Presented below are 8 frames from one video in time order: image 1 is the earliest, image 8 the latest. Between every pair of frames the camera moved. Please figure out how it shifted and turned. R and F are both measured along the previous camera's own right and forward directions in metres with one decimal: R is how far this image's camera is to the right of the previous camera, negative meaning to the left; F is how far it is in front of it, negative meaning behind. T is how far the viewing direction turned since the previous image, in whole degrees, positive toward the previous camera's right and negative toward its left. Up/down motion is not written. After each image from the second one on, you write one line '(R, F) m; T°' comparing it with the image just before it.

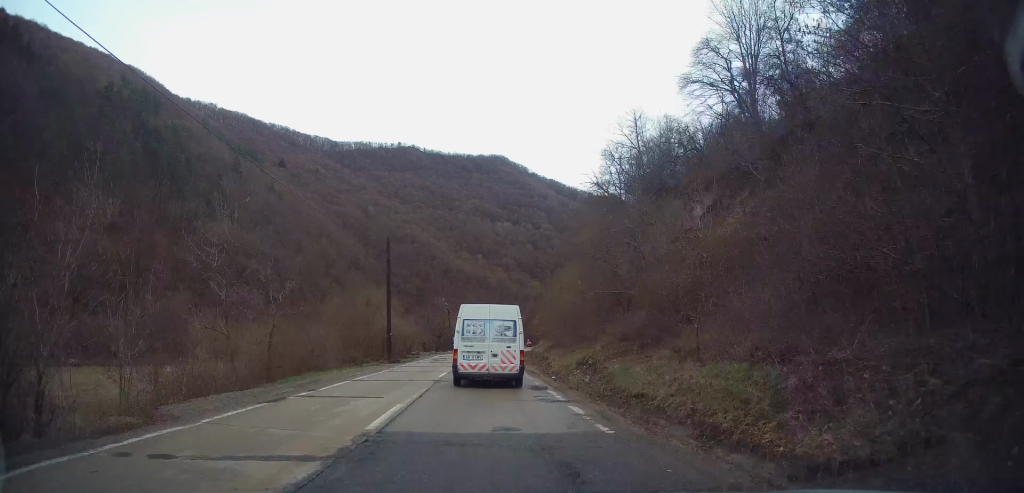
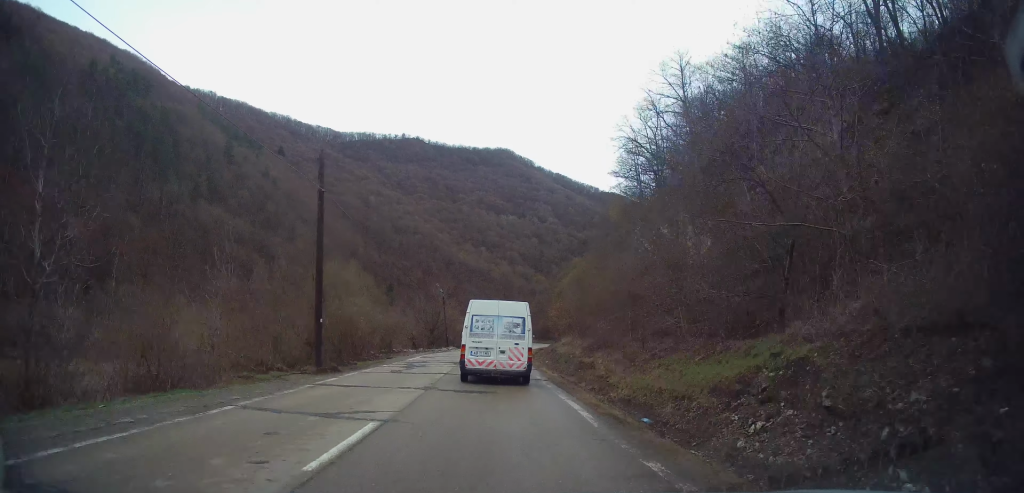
(+0.5, +13.9) m; +2°
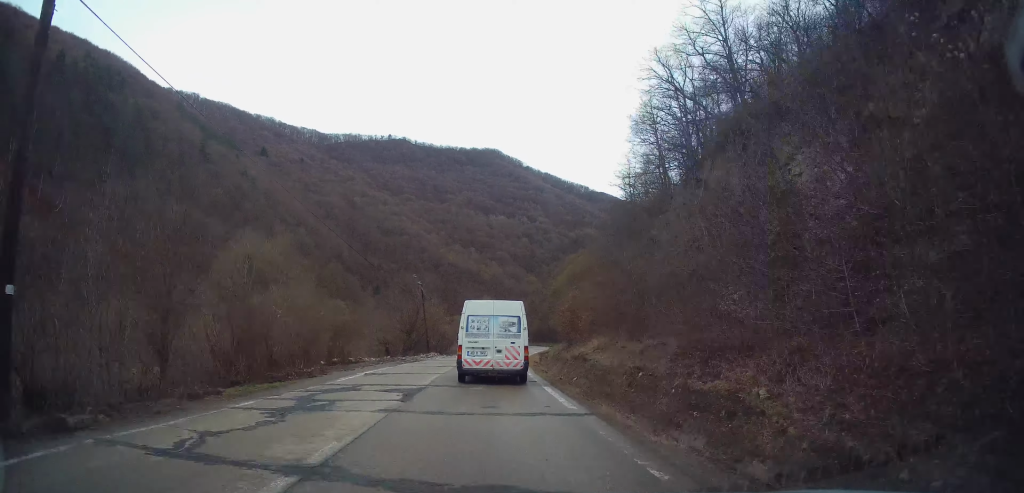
(-0.3, +12.8) m; -3°
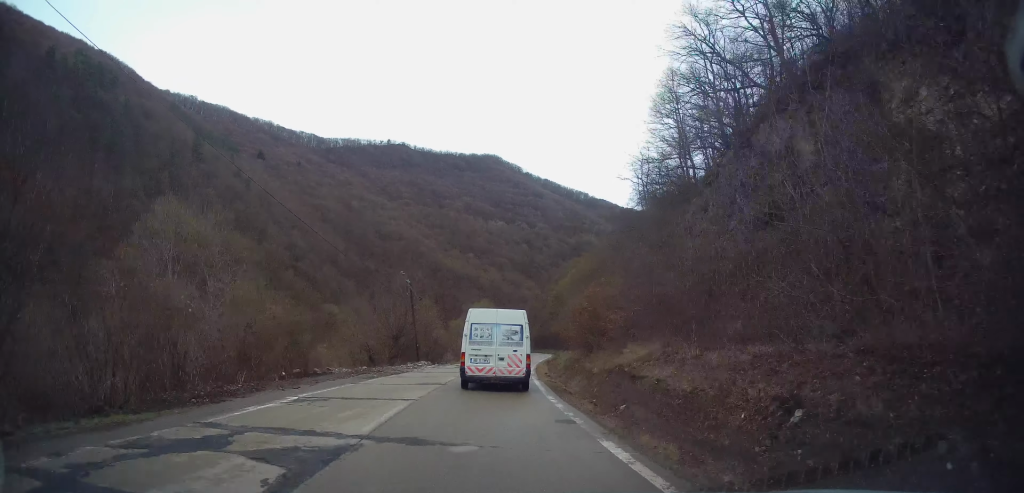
(-0.2, +7.1) m; +1°
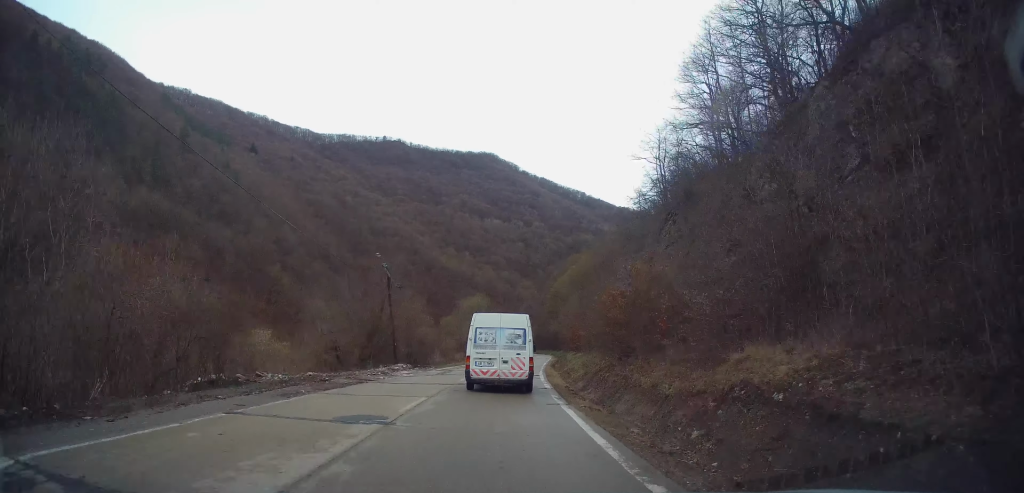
(+0.2, +9.0) m; +2°
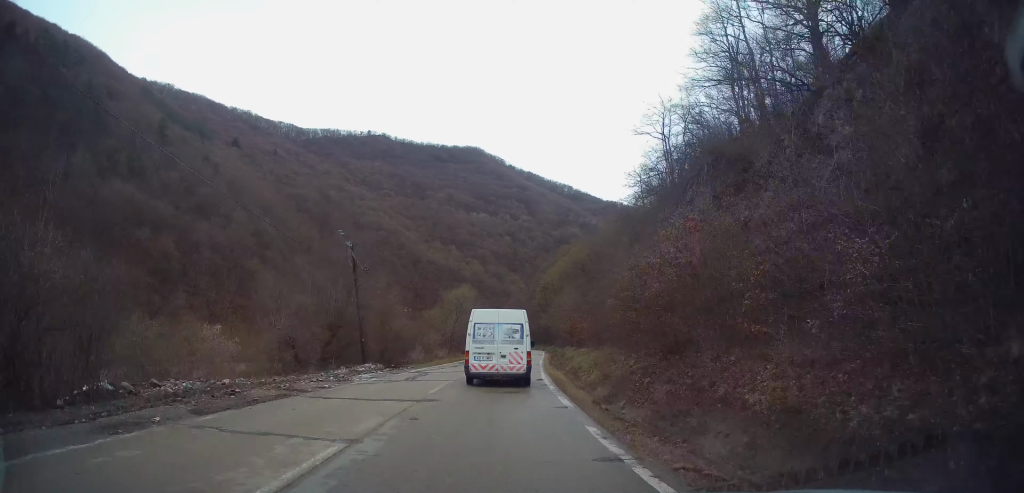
(+0.2, +6.7) m; +2°
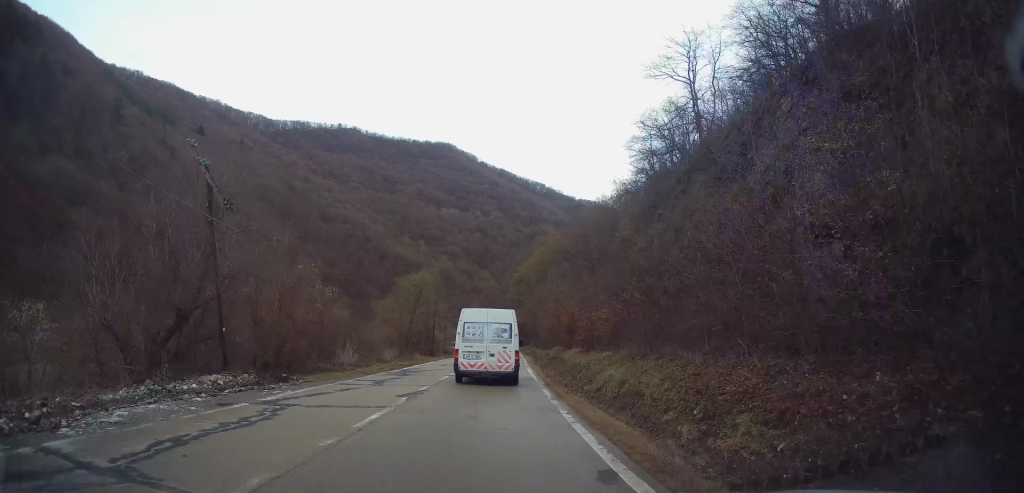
(+0.2, +14.5) m; +2°
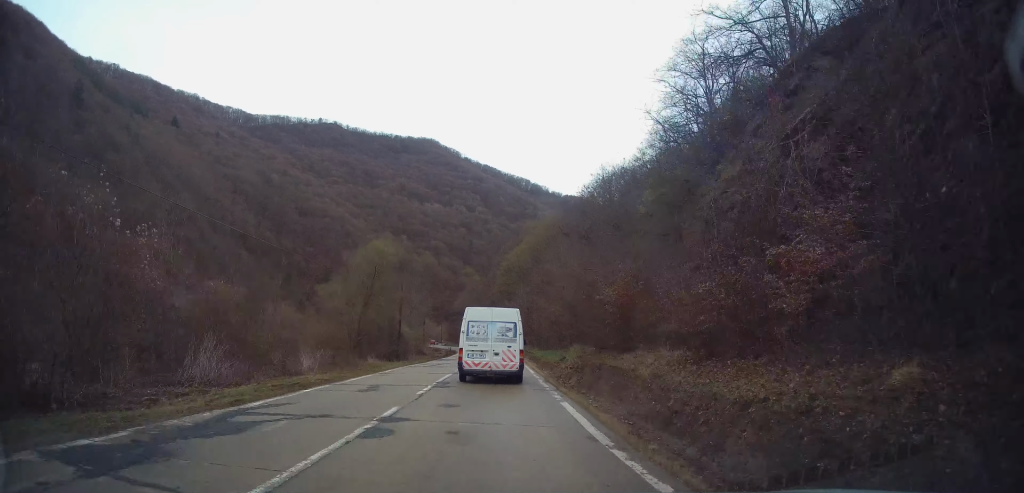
(+0.3, +16.4) m; 0°
